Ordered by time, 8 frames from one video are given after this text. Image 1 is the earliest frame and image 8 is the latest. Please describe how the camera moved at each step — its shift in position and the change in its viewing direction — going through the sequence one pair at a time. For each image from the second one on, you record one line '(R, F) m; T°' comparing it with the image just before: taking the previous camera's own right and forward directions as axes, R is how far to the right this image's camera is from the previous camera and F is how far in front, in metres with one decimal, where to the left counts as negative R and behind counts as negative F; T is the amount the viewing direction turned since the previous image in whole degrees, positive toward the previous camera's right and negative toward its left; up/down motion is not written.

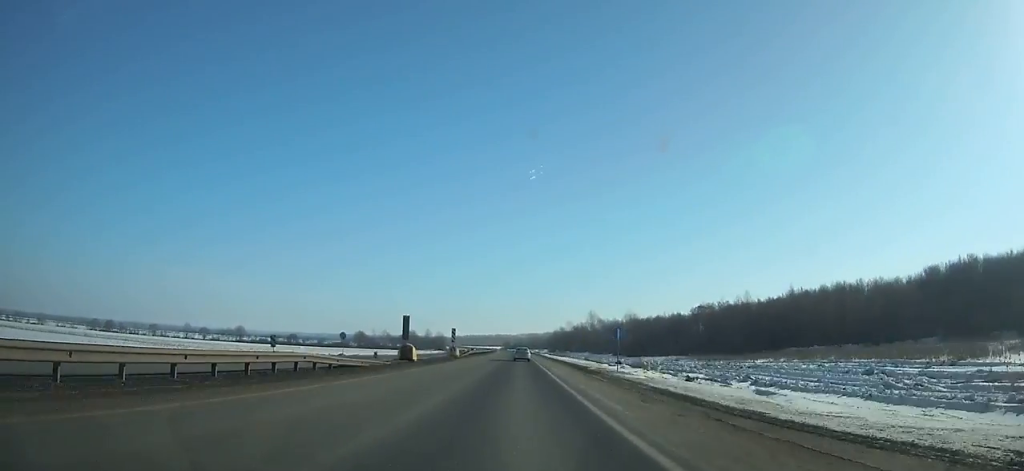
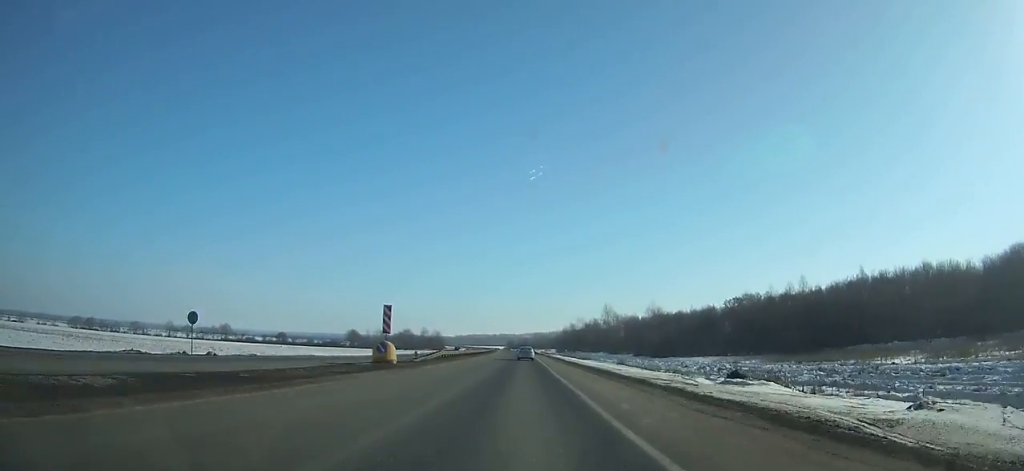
(0.0, +36.1) m; 0°
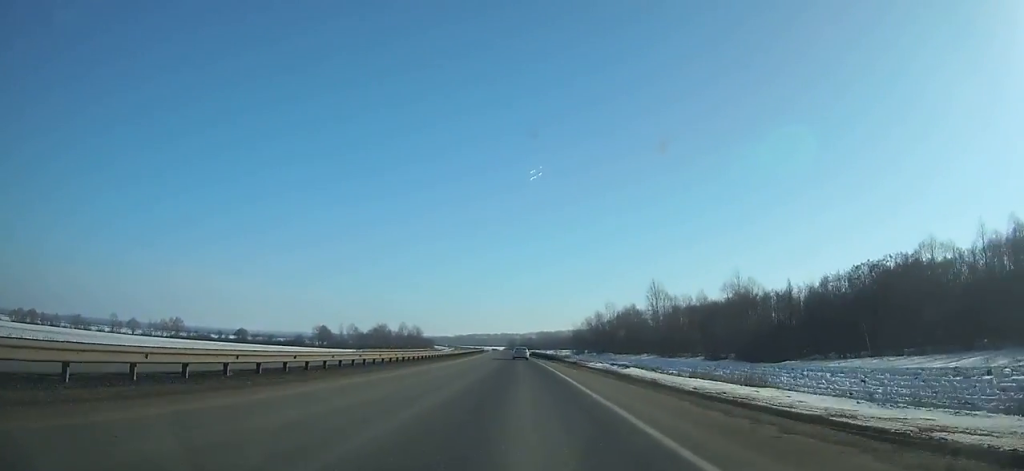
(-0.3, +82.6) m; -1°
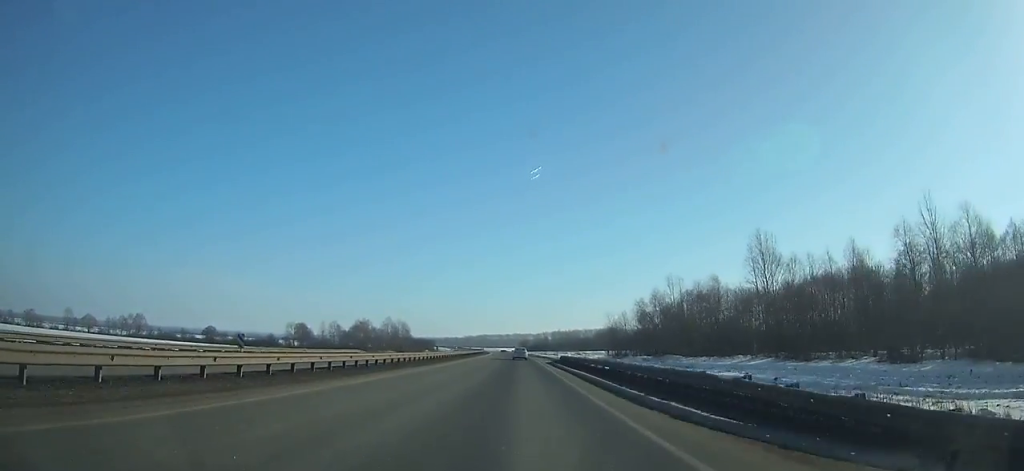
(-0.5, +64.4) m; -1°
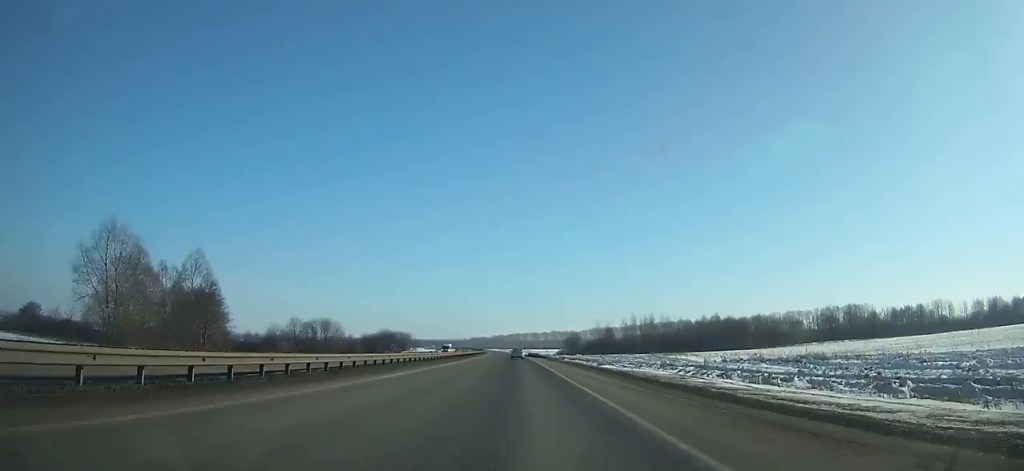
(-5.9, +179.7) m; -4°
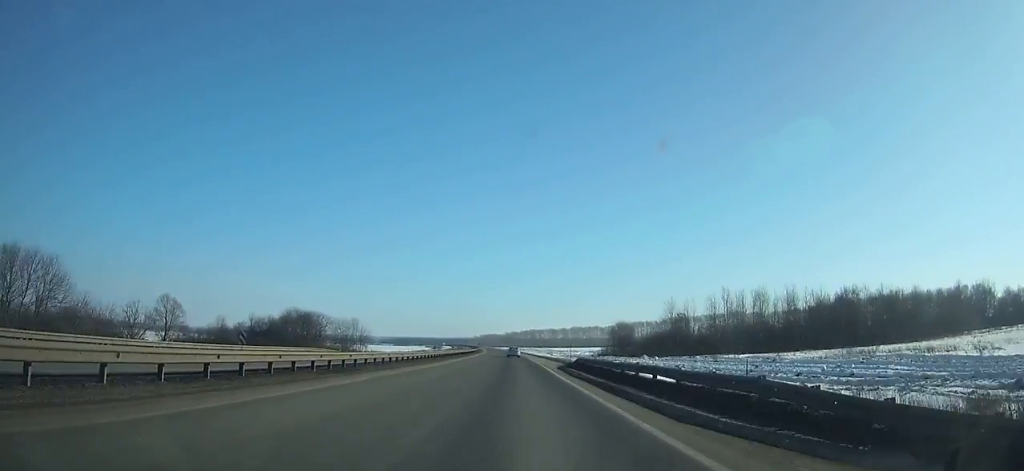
(-1.9, +98.8) m; -2°
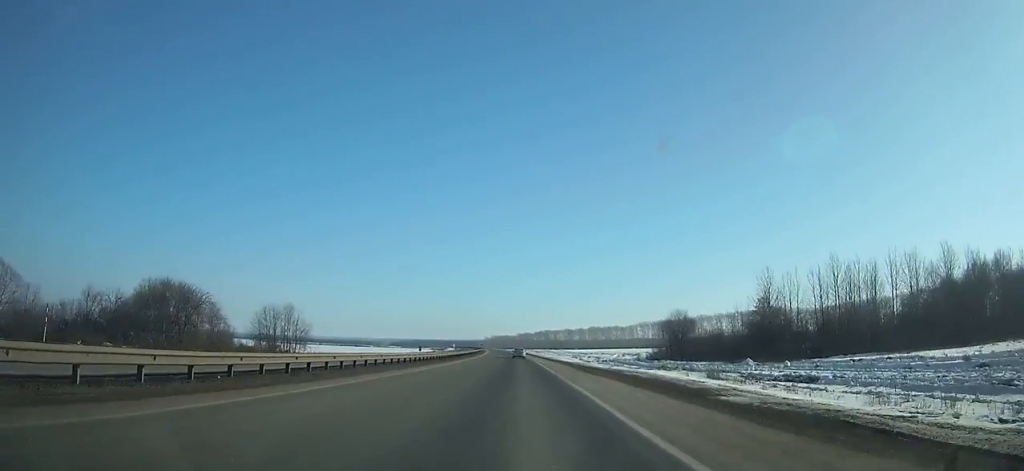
(-0.2, +50.2) m; -1°
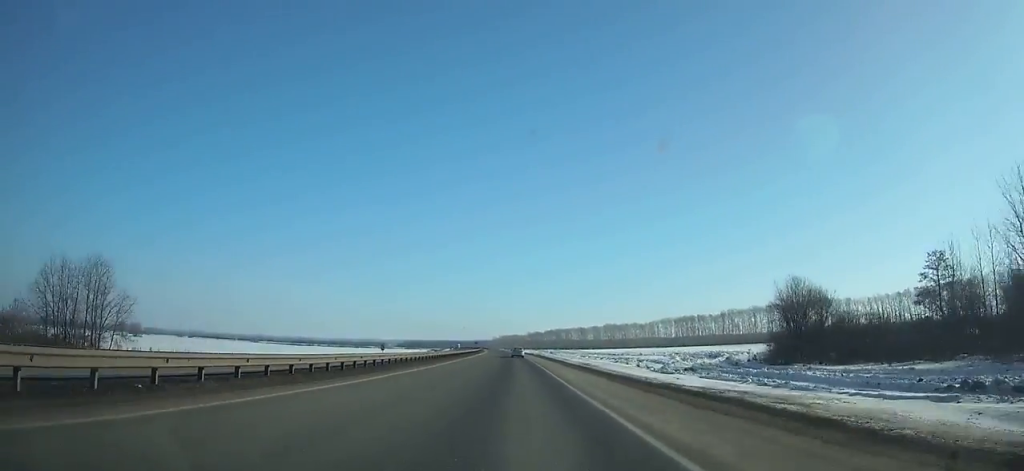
(+0.1, +50.6) m; -1°
